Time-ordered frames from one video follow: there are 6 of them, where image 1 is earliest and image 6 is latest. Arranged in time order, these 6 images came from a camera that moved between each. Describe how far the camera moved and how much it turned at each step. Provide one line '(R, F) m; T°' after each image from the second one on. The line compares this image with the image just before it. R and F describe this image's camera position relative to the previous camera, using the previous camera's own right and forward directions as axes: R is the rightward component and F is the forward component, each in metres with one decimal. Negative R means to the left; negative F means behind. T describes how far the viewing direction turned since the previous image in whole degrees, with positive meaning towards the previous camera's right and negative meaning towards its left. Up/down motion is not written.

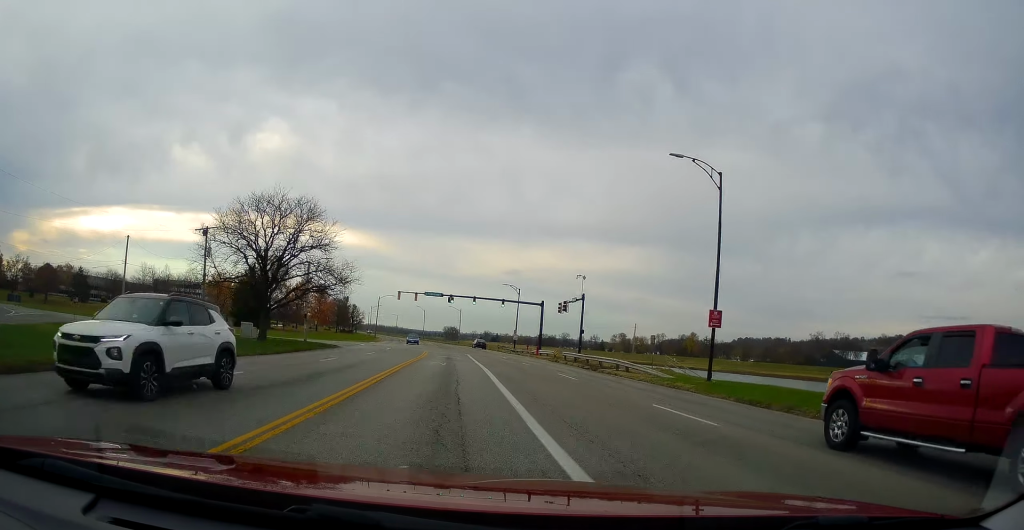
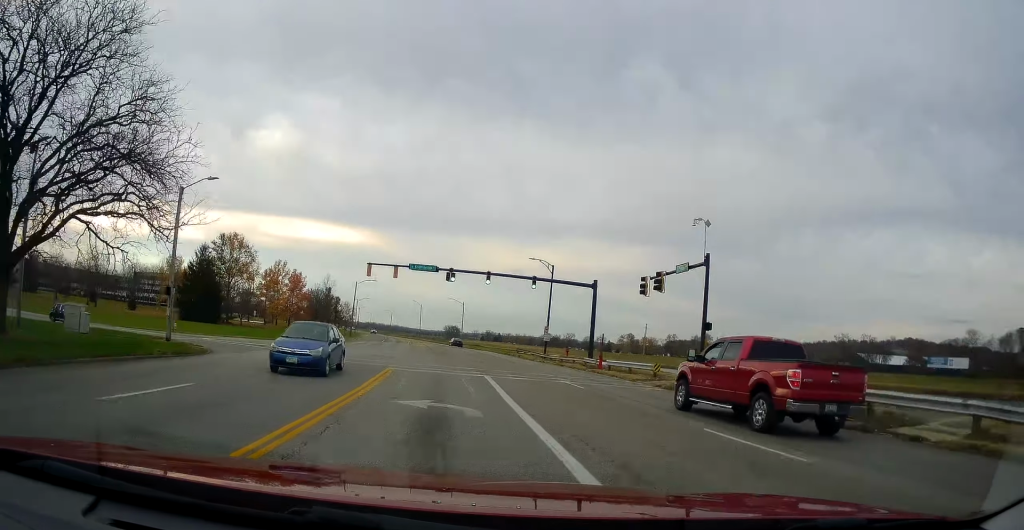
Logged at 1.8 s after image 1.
(-0.1, +28.4) m; +1°
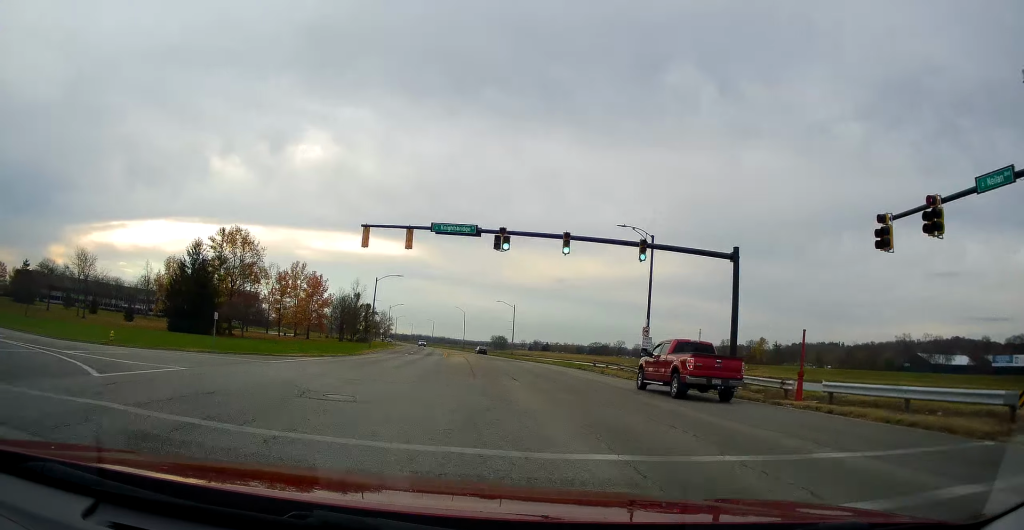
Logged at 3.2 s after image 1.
(+0.5, +20.4) m; -1°
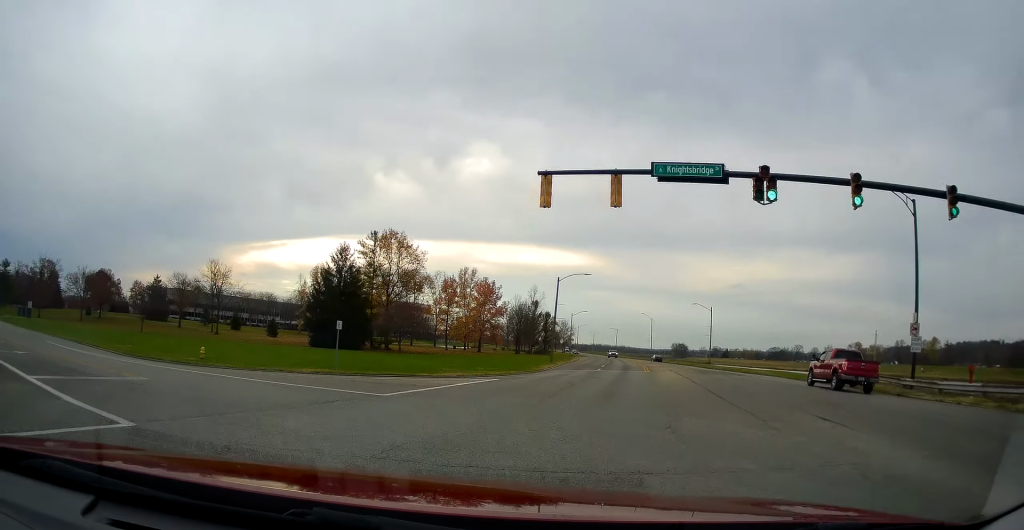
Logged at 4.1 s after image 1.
(-0.4, +12.2) m; -8°
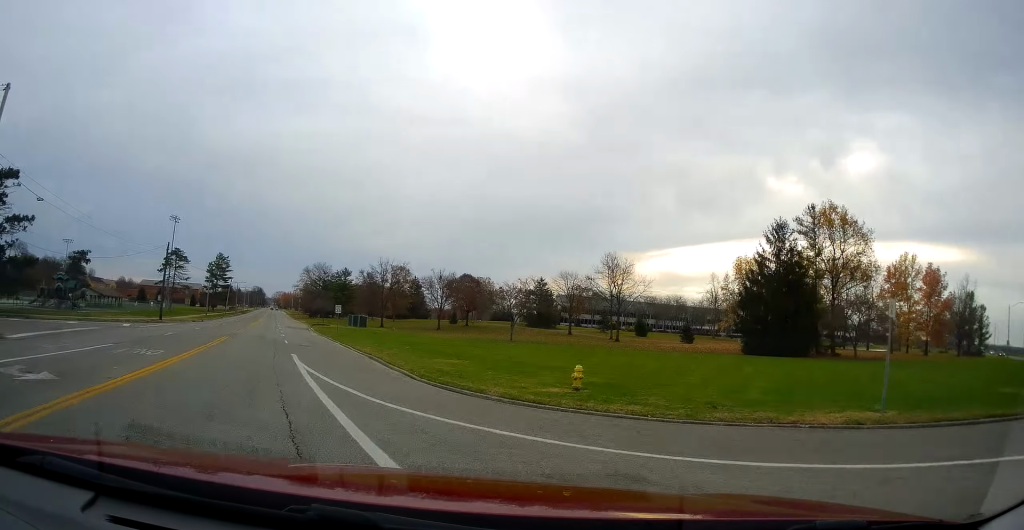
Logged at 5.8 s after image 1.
(-4.1, +18.6) m; -29°
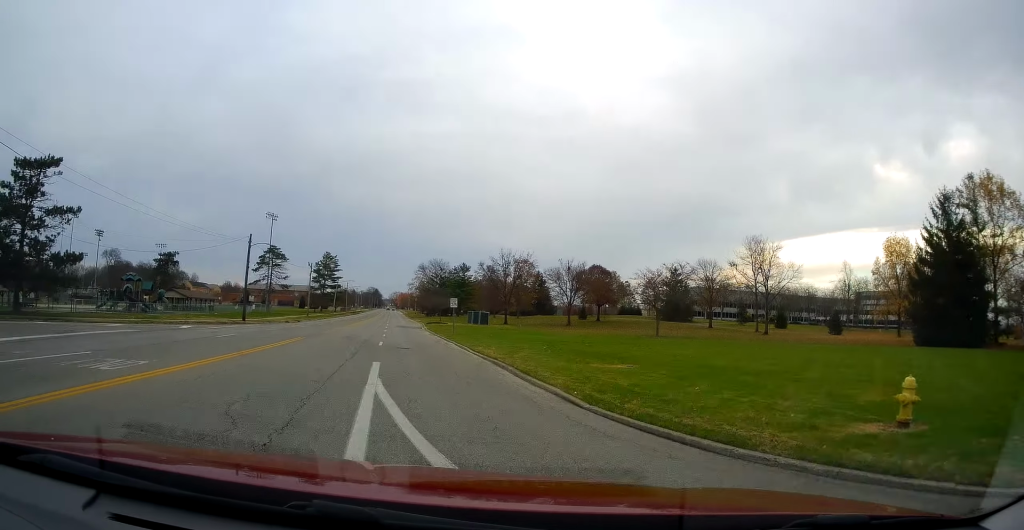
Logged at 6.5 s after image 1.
(-0.4, +9.3) m; -18°
